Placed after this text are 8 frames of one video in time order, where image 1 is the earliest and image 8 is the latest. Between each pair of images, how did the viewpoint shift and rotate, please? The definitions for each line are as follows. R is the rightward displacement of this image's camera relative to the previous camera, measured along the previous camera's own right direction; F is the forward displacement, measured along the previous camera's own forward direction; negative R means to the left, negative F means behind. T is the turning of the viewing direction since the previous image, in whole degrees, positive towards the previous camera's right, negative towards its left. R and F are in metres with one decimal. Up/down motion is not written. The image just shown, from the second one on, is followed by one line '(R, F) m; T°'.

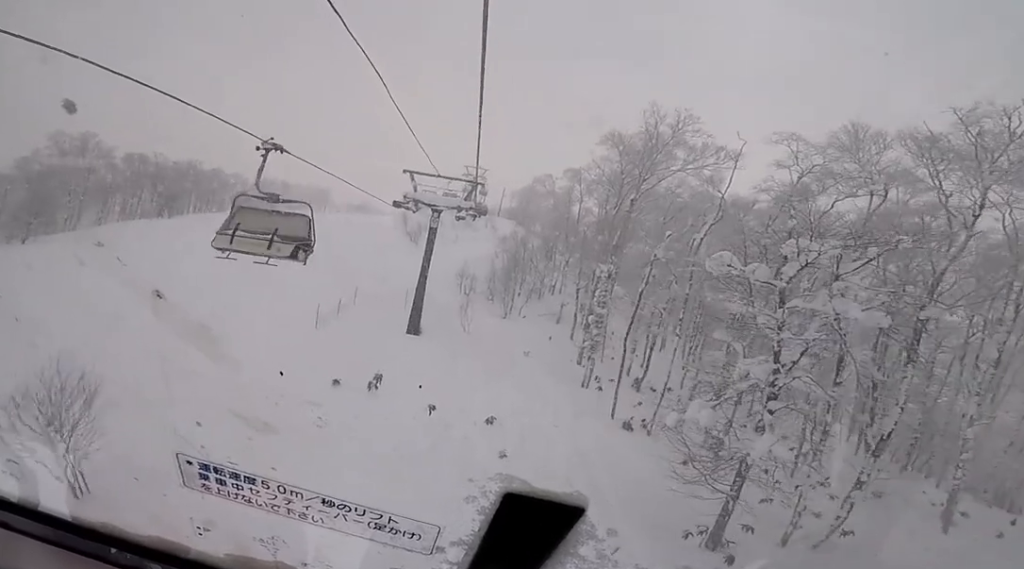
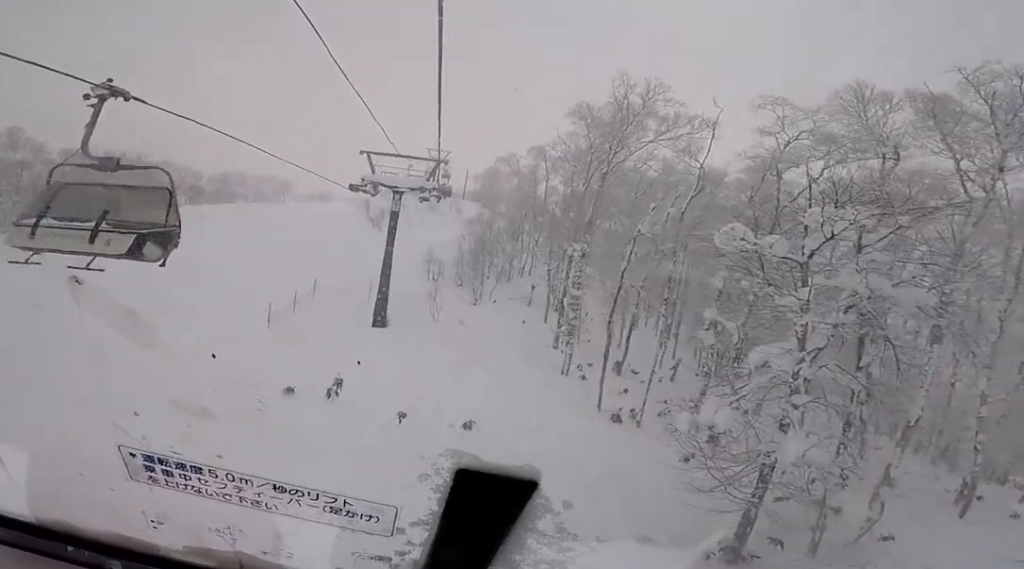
(+0.1, +2.1) m; +2°
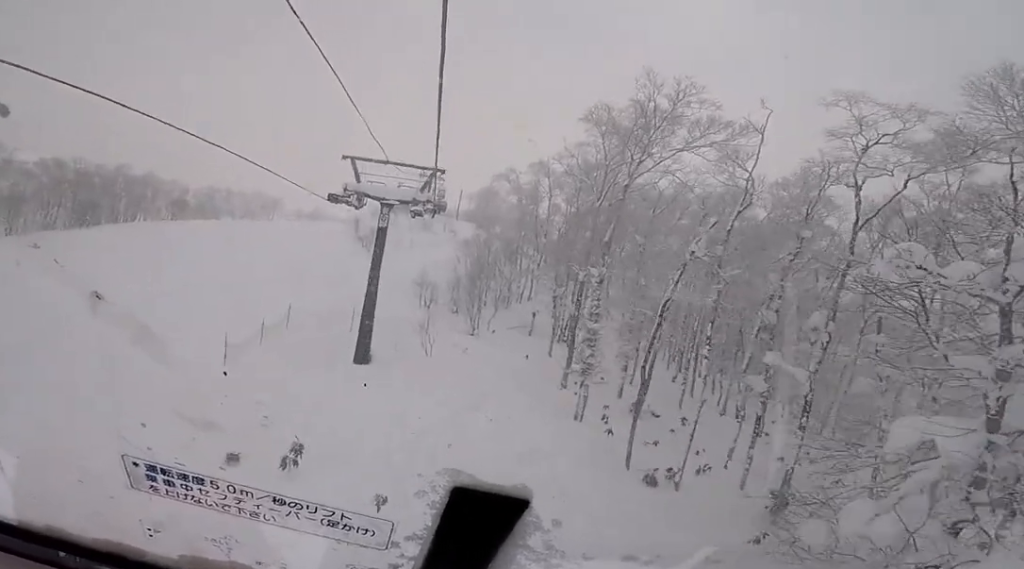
(+0.4, +3.9) m; -1°
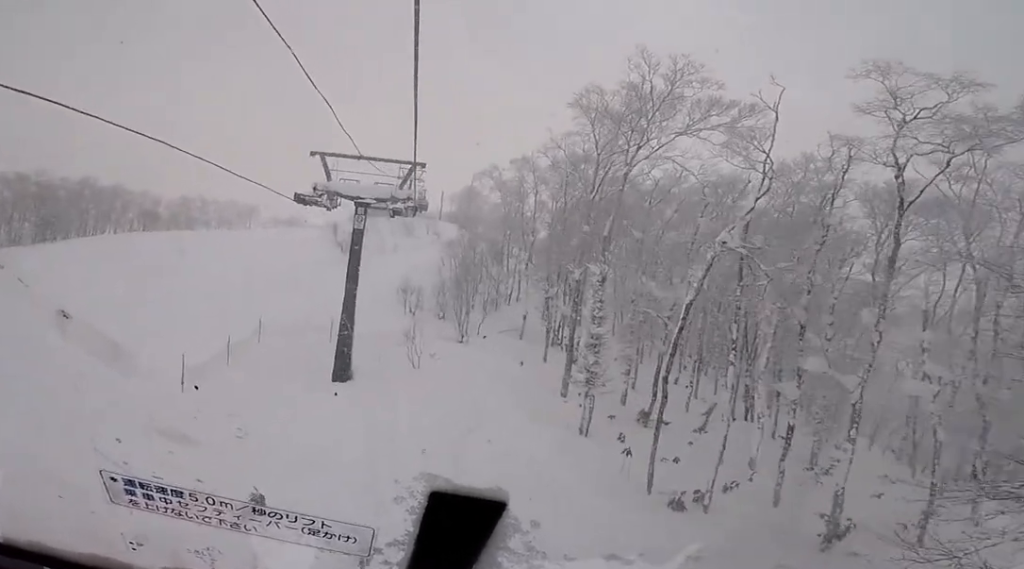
(-0.3, +2.2) m; -4°
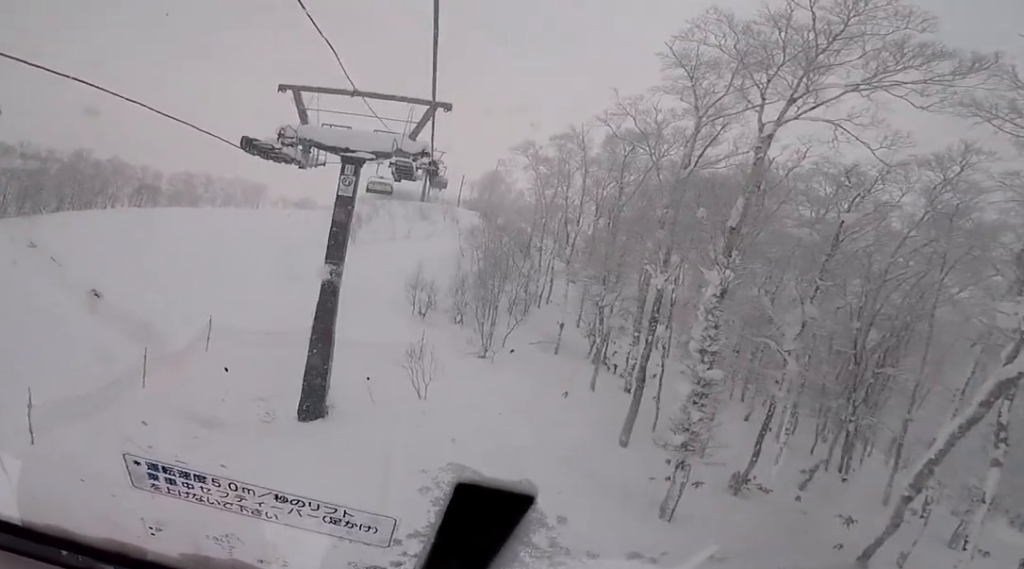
(0.0, +7.0) m; +6°
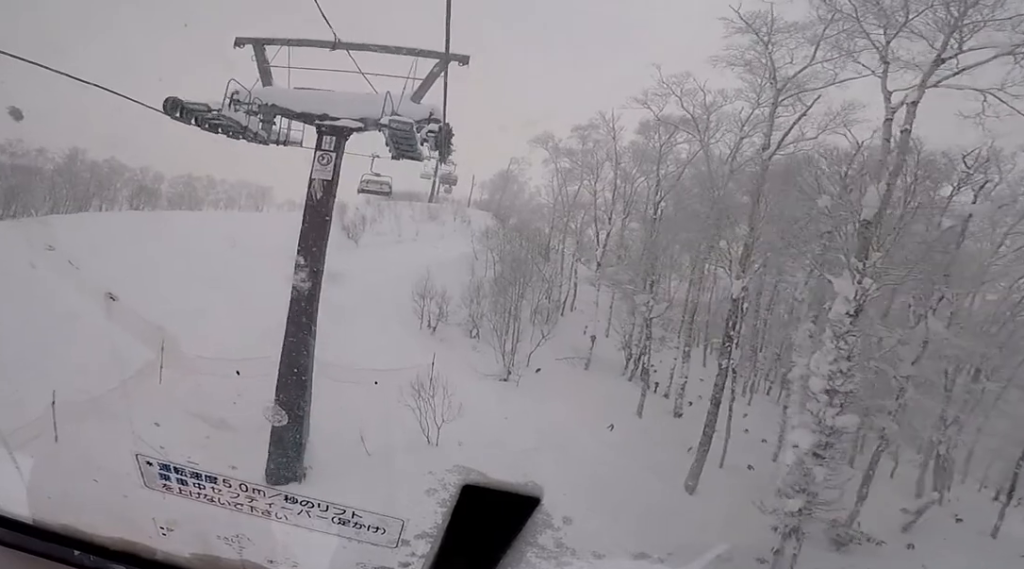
(+0.4, +4.0) m; 0°
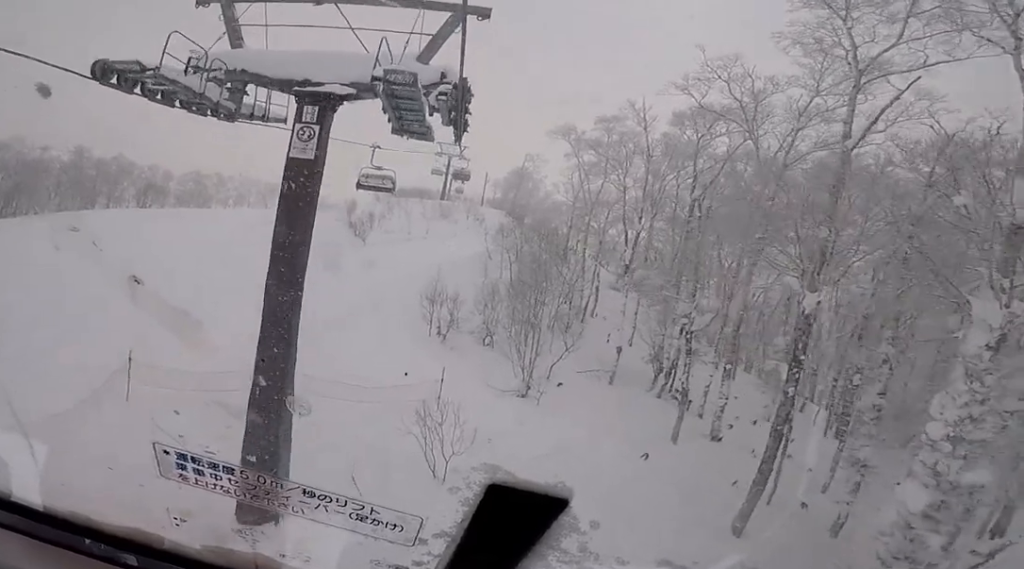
(-0.3, +2.1) m; 0°
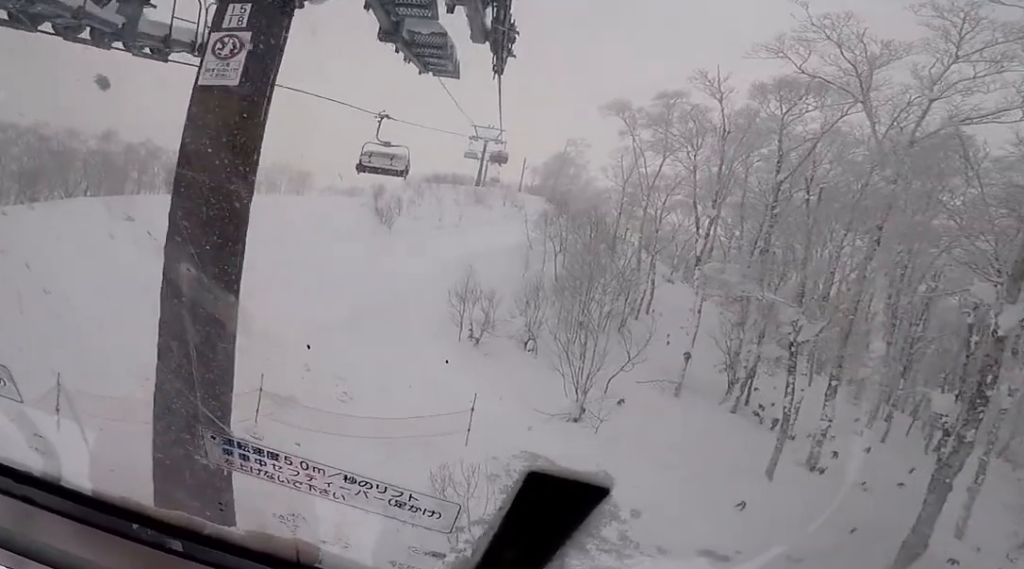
(+0.1, +3.6) m; 0°
